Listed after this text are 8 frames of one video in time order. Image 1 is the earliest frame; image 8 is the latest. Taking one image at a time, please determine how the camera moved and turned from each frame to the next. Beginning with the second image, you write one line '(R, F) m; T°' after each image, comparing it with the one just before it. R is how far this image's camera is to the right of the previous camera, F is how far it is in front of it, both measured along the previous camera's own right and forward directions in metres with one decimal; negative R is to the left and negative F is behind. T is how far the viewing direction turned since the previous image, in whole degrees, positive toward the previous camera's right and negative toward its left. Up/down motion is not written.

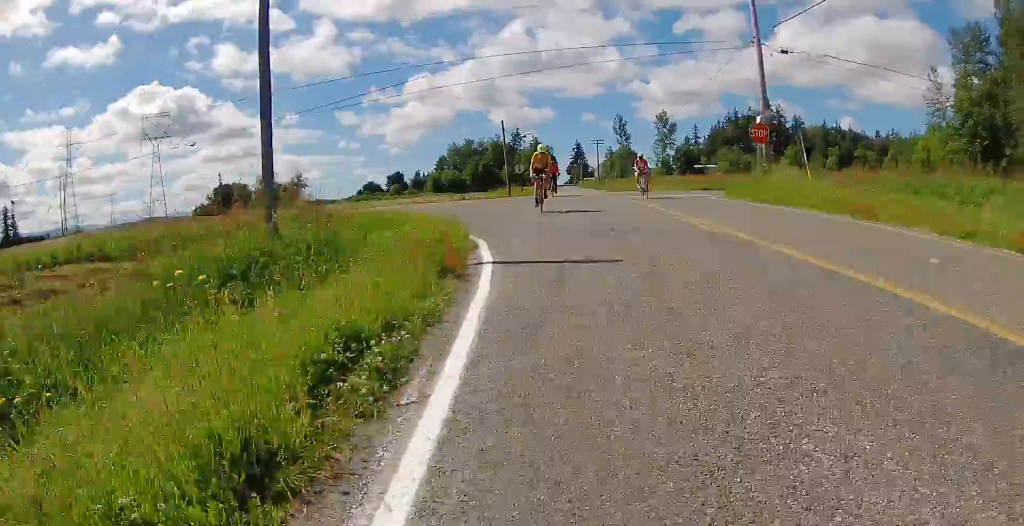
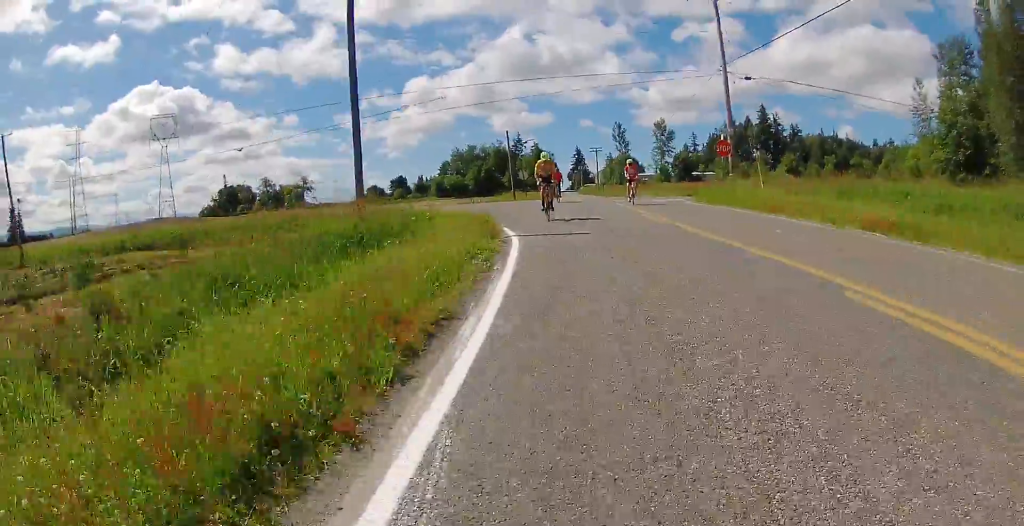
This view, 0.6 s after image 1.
(0.0, +4.1) m; 0°
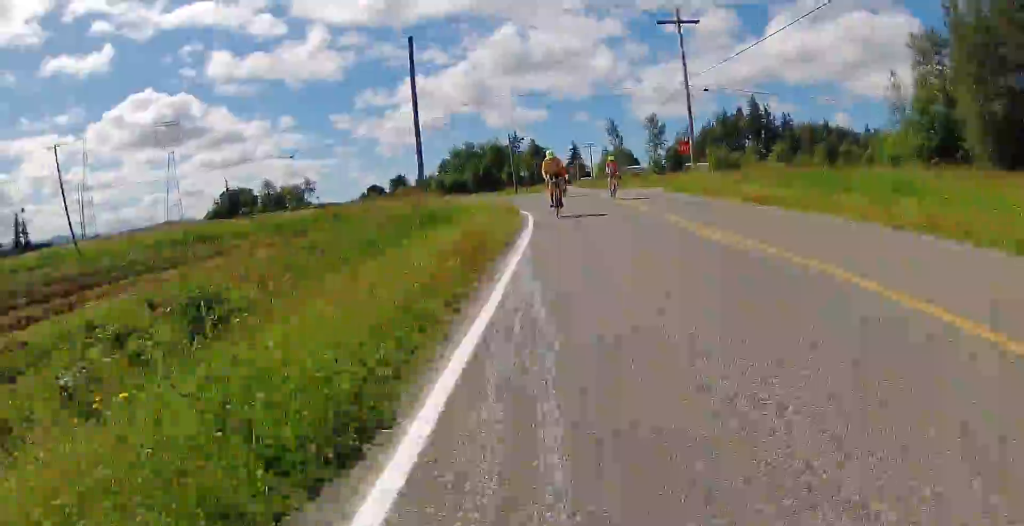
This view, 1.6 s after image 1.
(0.0, +6.4) m; 0°
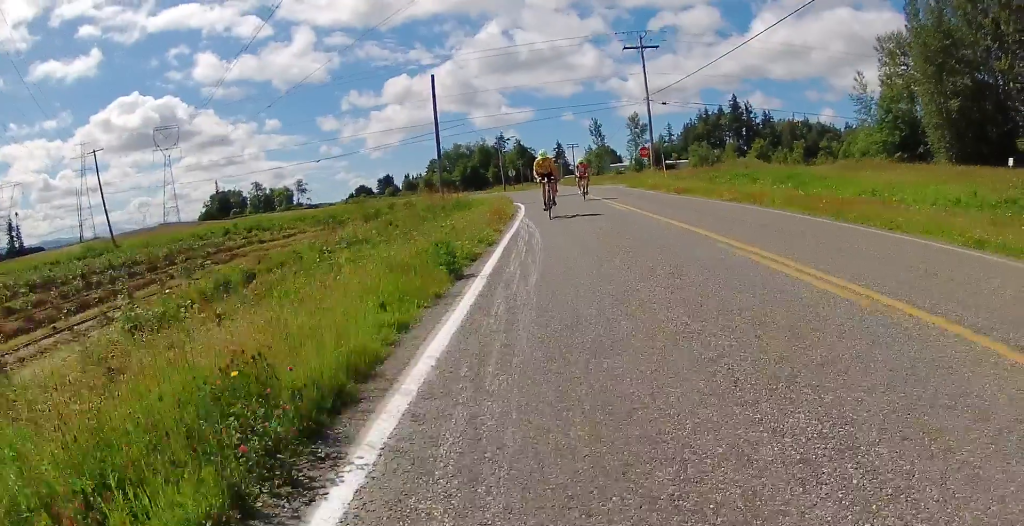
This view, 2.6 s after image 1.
(0.0, +7.1) m; 0°
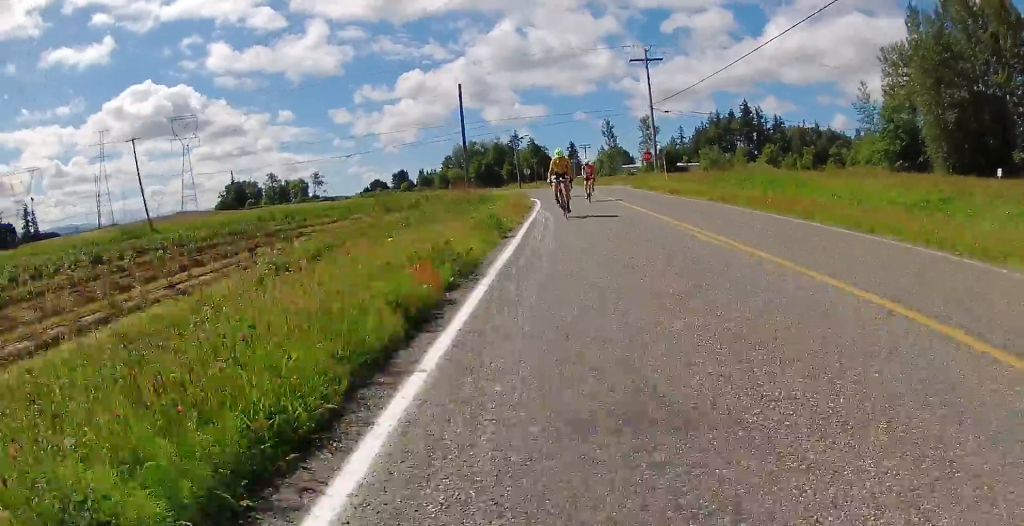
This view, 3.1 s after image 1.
(0.0, +3.8) m; 0°
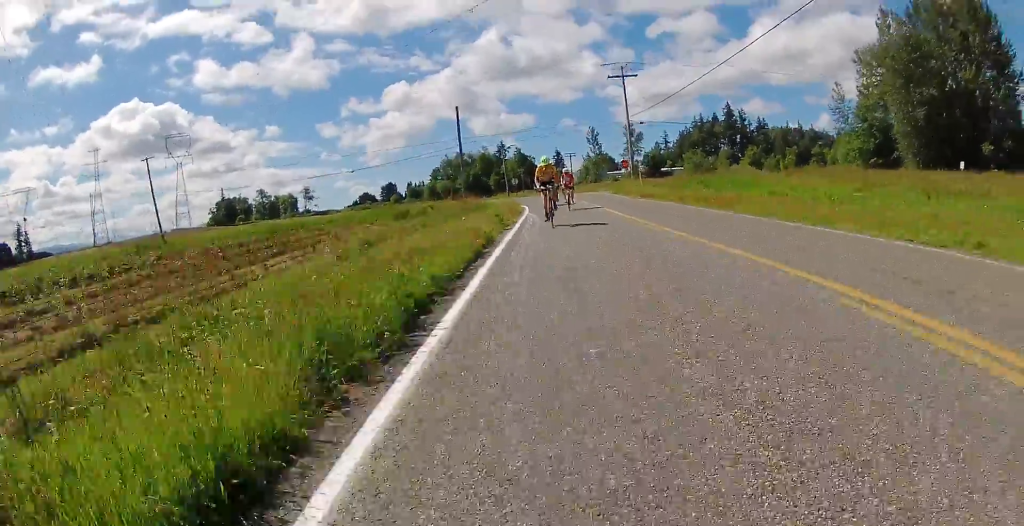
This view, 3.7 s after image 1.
(0.0, +4.3) m; 0°
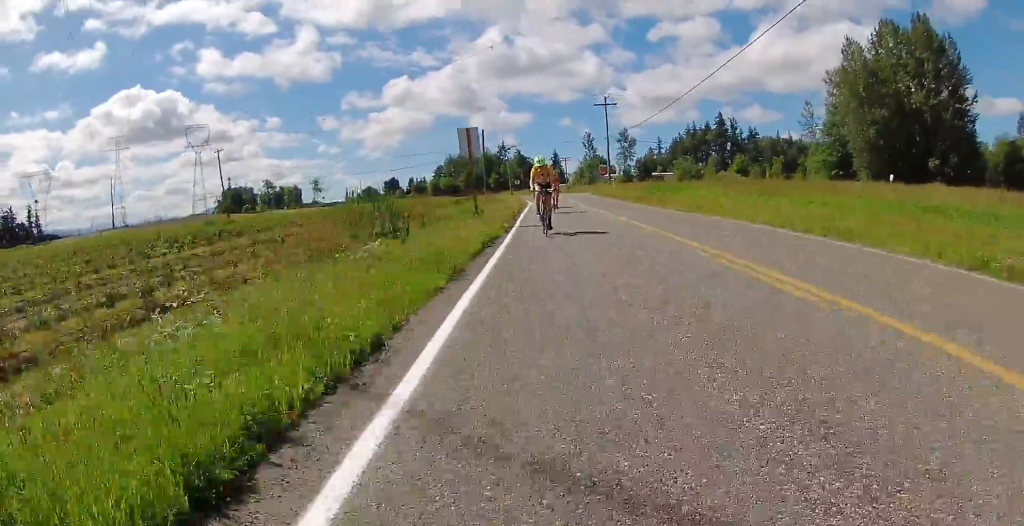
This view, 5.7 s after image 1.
(0.0, +14.3) m; 0°
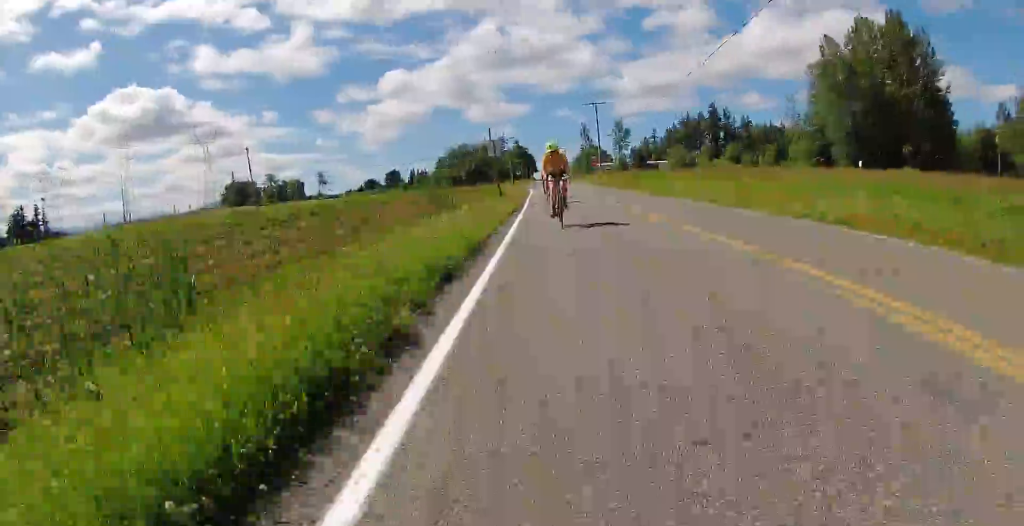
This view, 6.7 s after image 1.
(0.0, +7.9) m; 0°
